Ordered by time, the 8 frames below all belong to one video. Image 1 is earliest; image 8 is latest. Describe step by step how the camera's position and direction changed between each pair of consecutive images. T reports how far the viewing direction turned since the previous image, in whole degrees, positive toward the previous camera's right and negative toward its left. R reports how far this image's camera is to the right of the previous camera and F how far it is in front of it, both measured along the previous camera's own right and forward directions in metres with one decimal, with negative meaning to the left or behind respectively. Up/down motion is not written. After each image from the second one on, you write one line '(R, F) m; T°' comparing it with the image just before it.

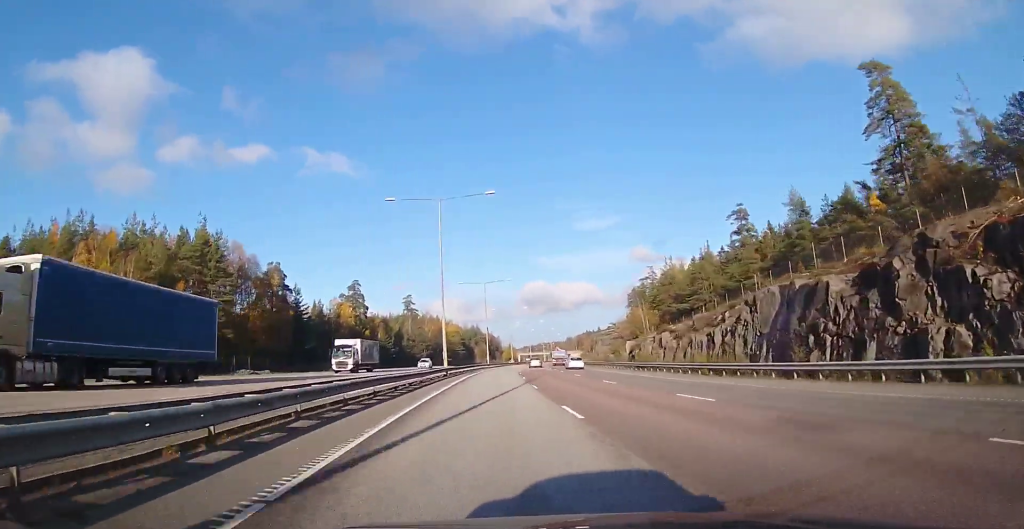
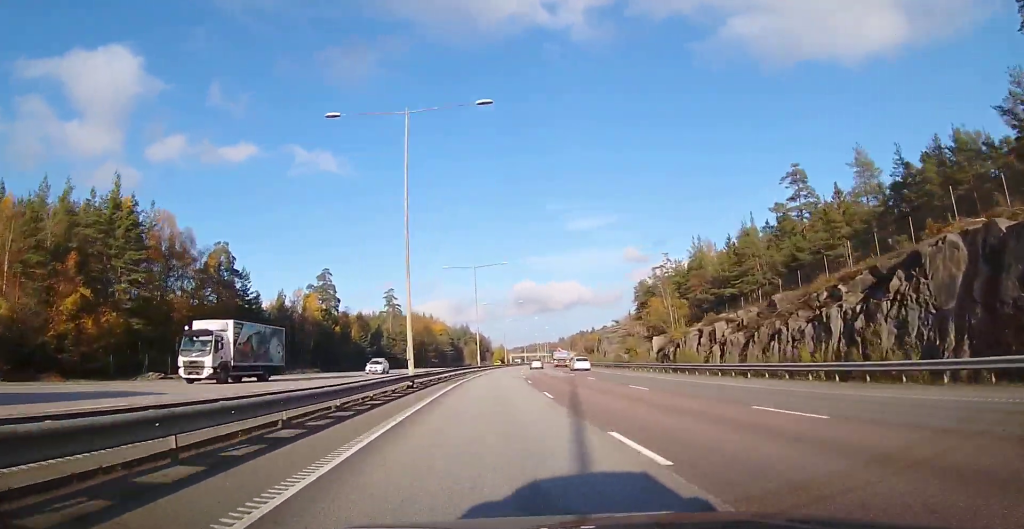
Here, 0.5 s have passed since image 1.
(+0.2, +17.7) m; +1°
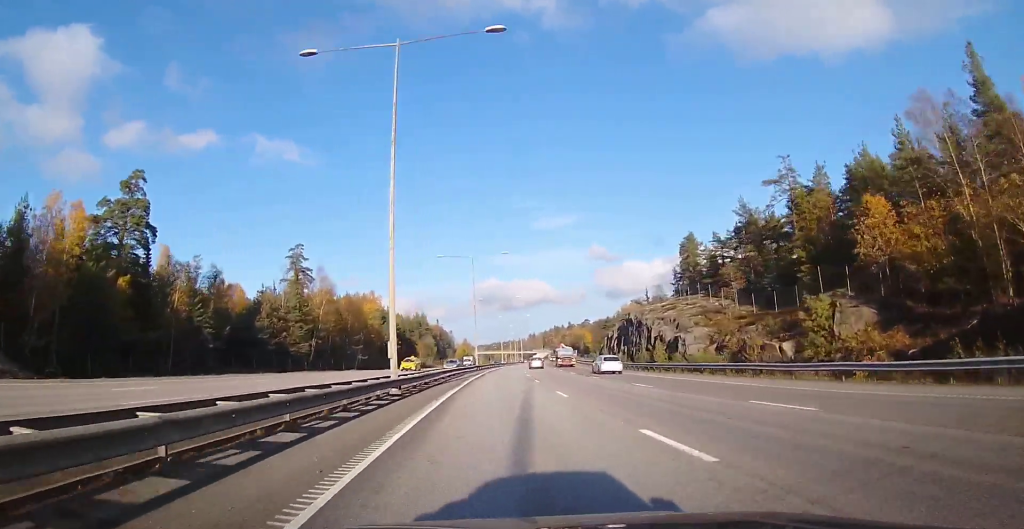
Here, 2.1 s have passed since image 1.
(+1.0, +57.3) m; +3°
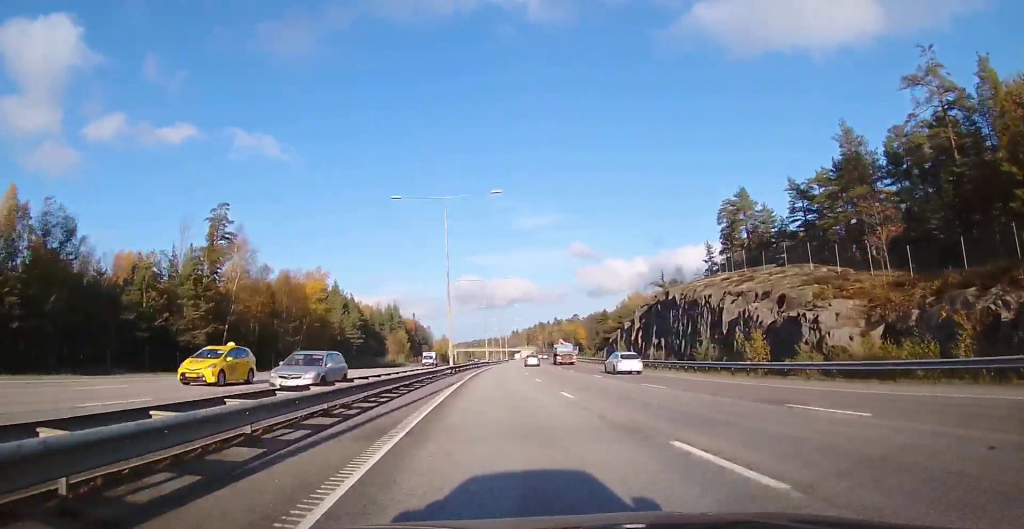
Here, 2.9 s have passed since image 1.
(+0.6, +25.7) m; +1°
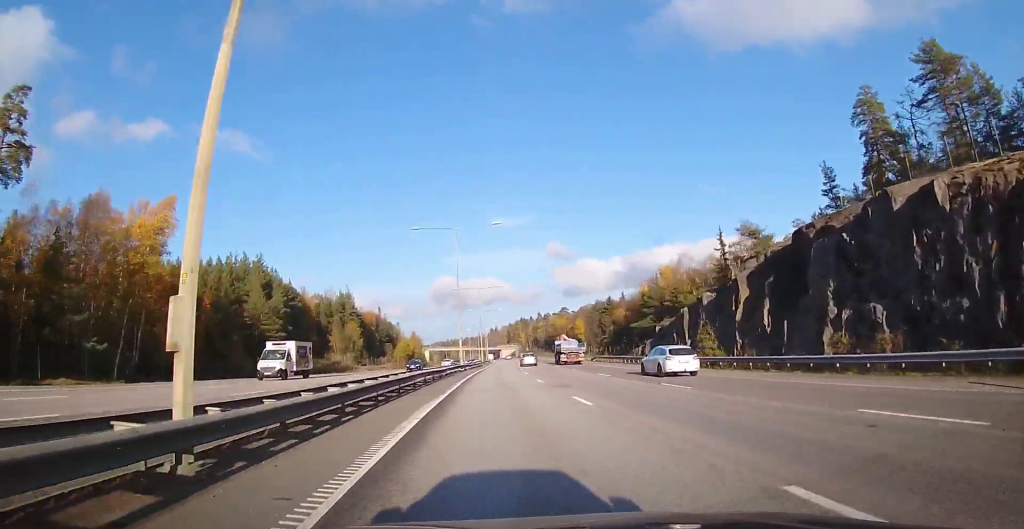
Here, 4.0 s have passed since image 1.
(+0.4, +38.7) m; +1°
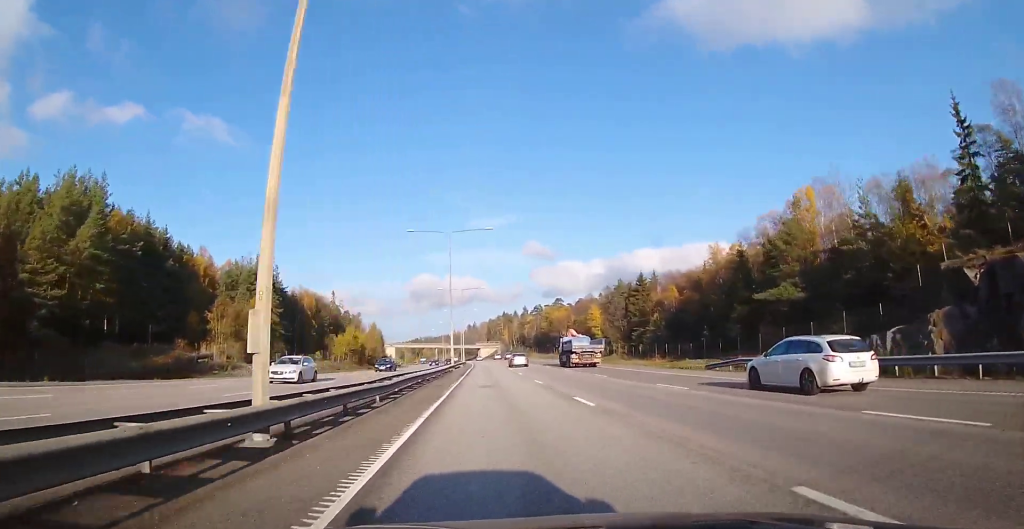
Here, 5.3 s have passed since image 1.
(+1.0, +48.1) m; +3°
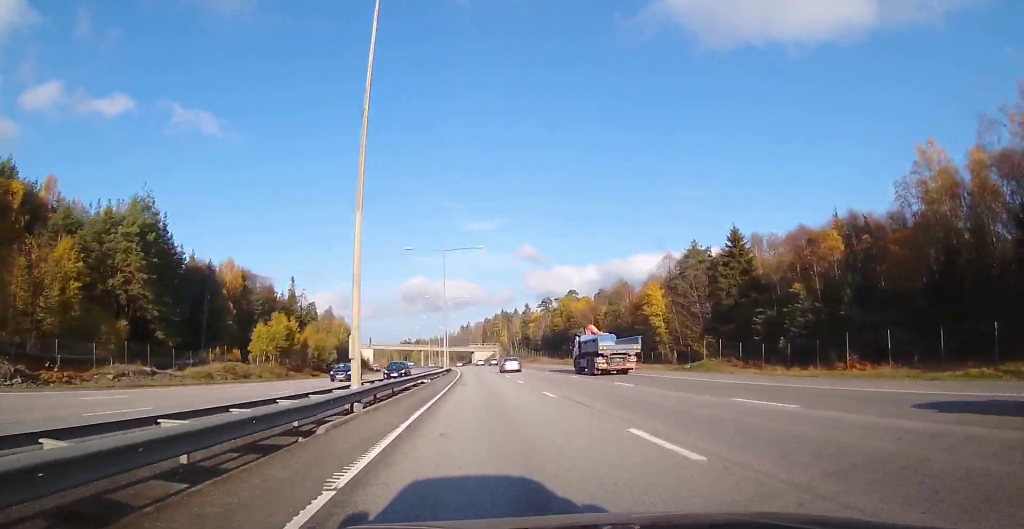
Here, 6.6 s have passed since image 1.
(+0.8, +43.0) m; +1°
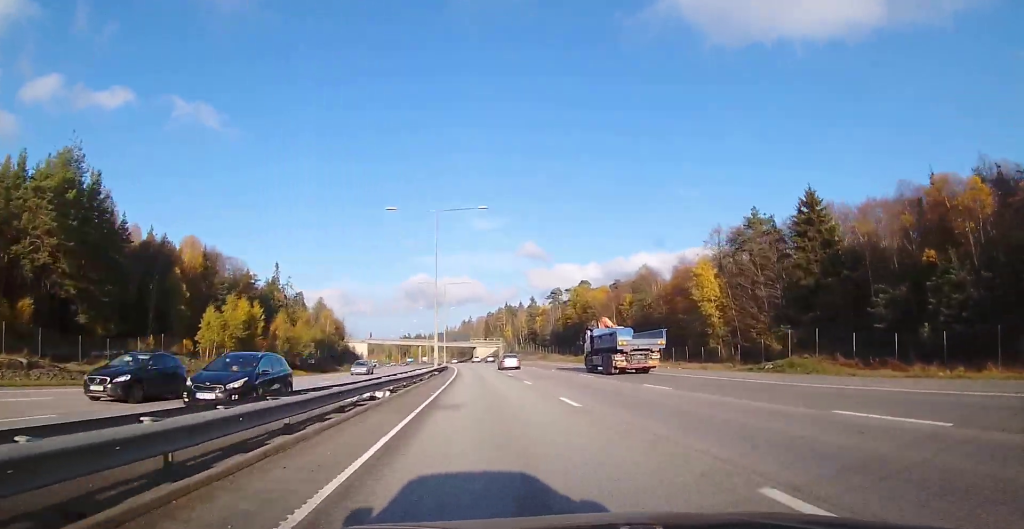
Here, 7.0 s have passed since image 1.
(+0.2, +16.1) m; 0°
